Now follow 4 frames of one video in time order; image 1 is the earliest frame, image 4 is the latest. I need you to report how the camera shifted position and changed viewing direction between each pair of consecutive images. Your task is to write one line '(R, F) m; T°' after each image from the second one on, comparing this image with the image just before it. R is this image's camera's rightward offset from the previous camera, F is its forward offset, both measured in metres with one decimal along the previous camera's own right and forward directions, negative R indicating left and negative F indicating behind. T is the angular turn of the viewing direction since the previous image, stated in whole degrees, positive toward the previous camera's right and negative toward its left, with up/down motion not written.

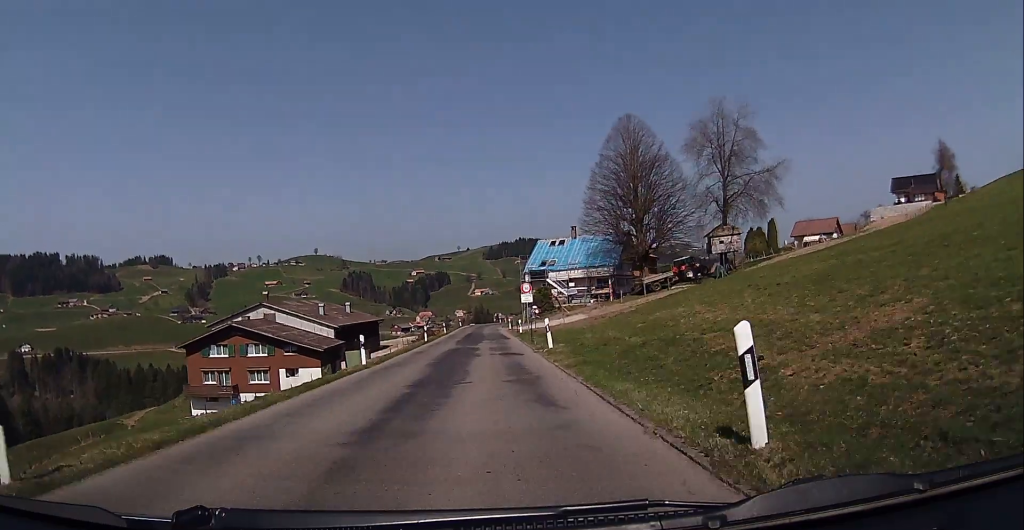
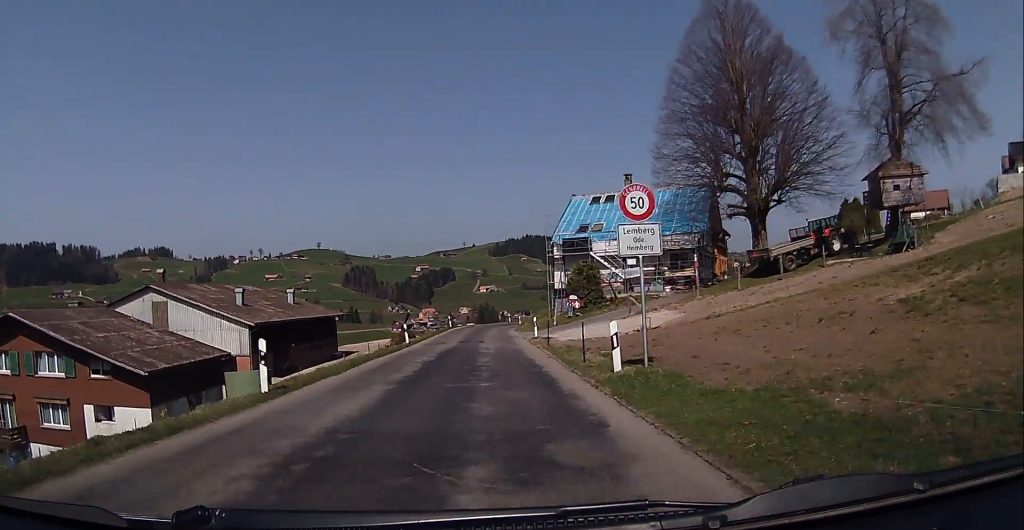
(+0.7, +30.9) m; +4°
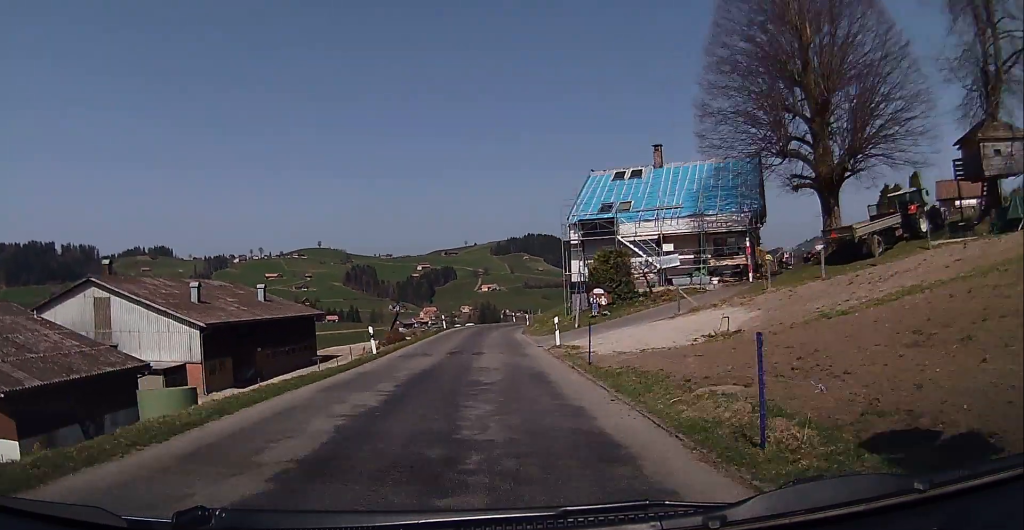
(+0.1, +9.6) m; +1°
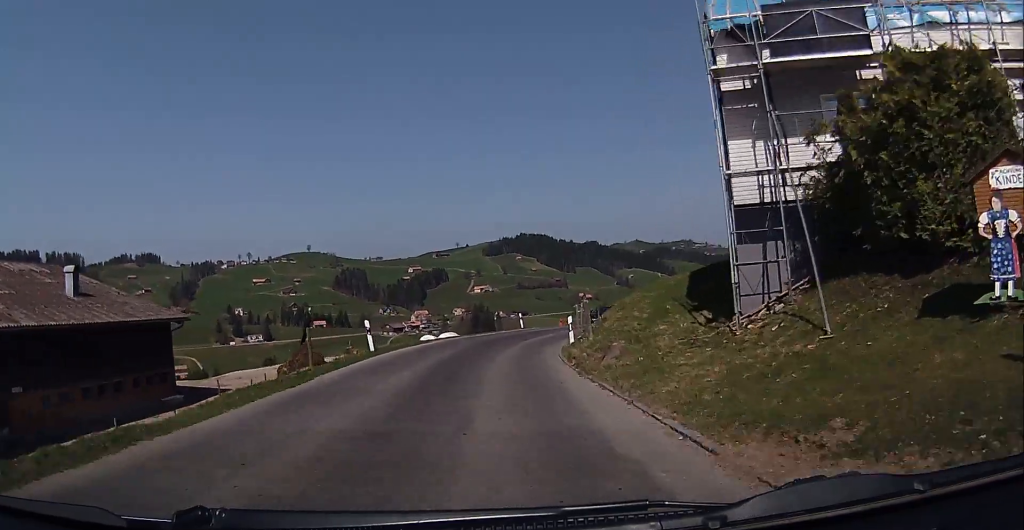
(-0.4, +29.1) m; -3°
